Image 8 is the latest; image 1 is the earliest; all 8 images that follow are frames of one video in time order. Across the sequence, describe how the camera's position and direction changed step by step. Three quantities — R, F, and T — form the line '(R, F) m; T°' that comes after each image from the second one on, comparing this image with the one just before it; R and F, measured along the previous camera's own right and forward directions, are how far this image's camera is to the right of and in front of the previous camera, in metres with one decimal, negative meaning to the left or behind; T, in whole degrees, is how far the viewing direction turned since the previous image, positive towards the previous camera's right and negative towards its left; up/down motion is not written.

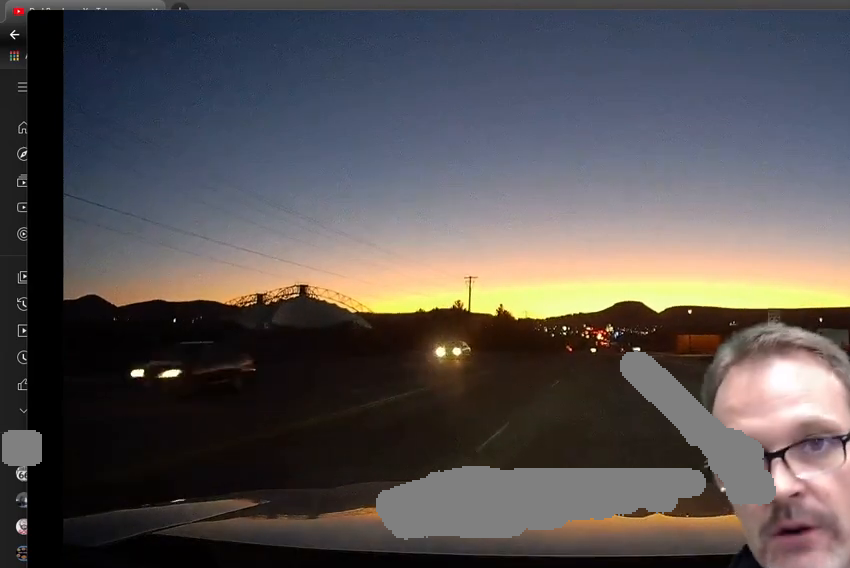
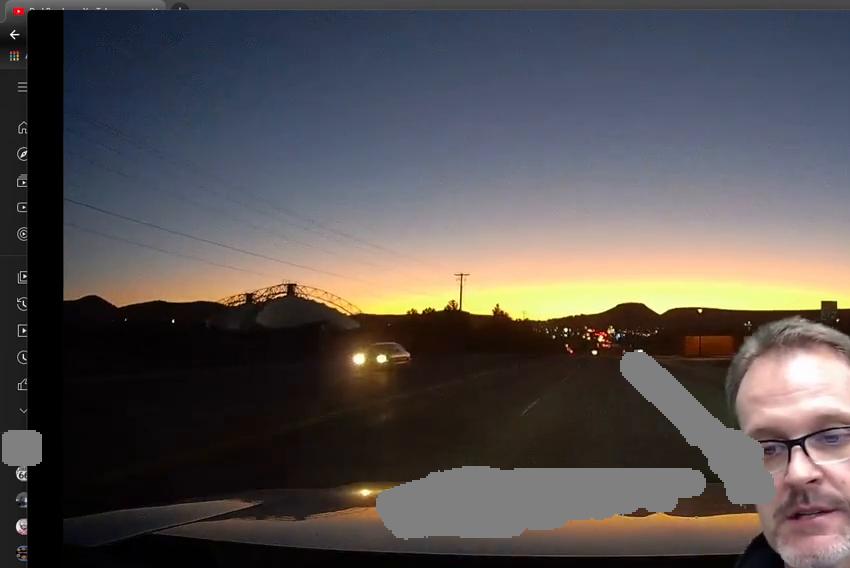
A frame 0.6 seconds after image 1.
(0.0, +7.4) m; 0°
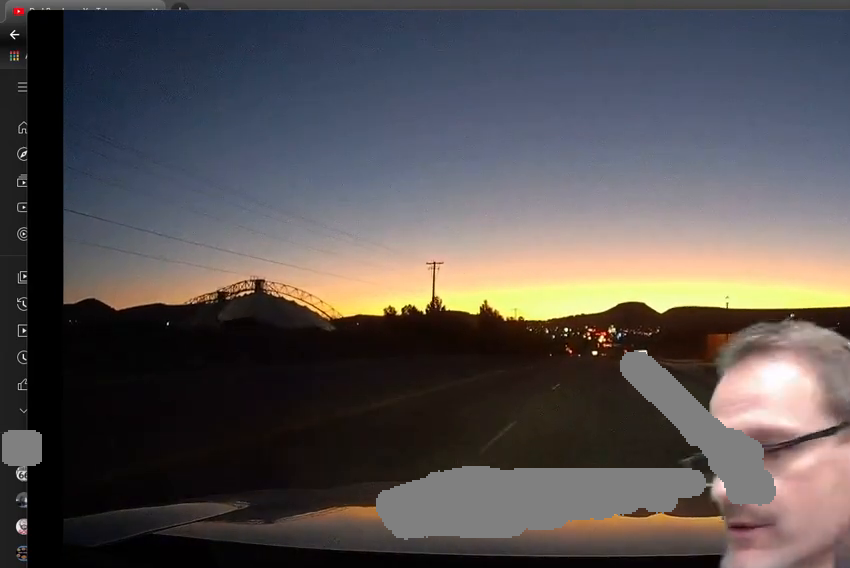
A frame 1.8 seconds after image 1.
(-0.4, +15.9) m; -2°
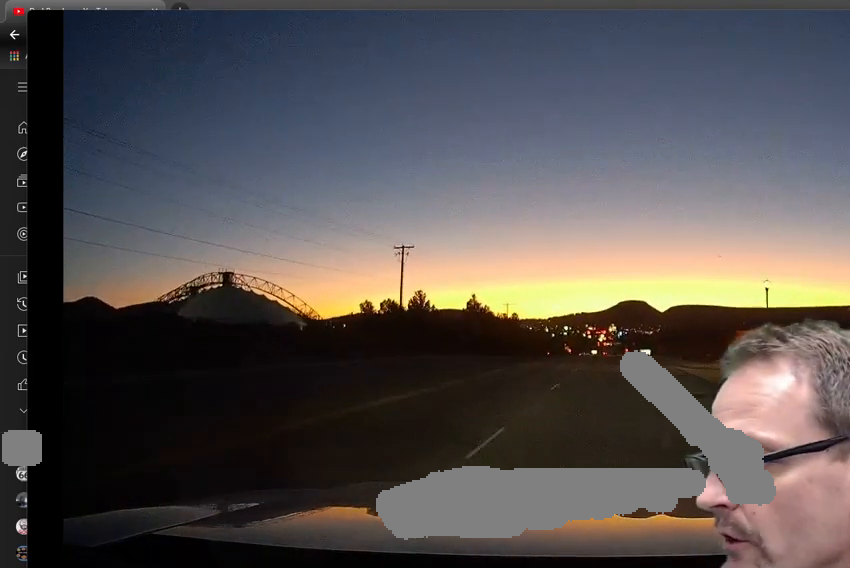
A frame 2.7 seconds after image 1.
(0.0, +13.1) m; 0°
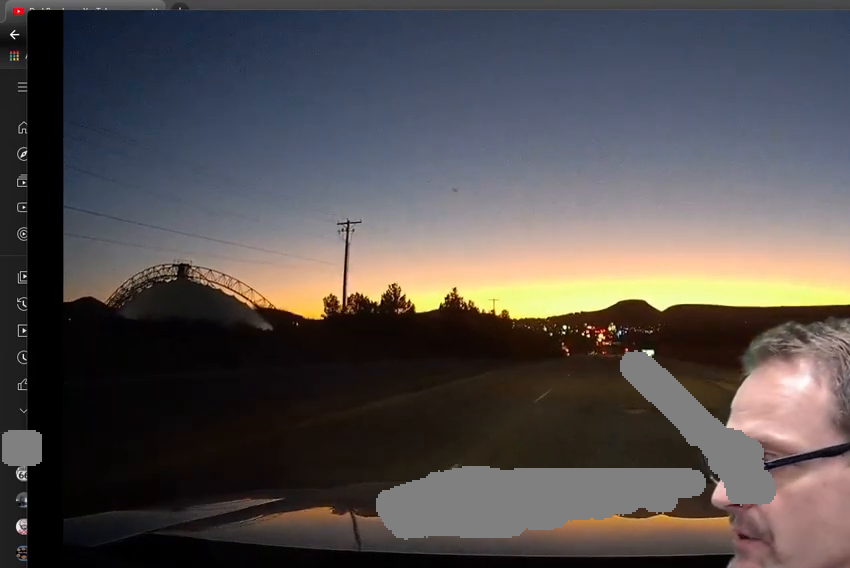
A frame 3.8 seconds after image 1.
(+0.1, +15.7) m; -1°
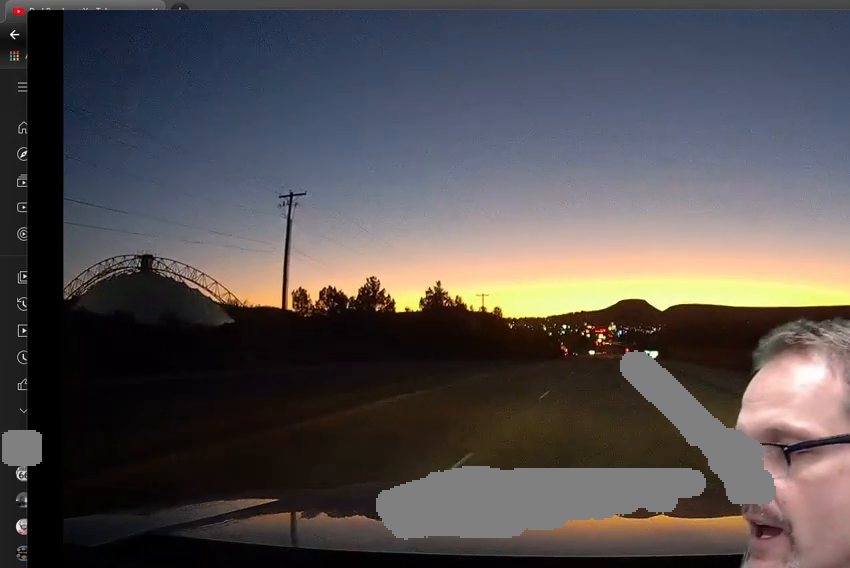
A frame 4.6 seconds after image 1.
(-0.1, +11.0) m; 0°
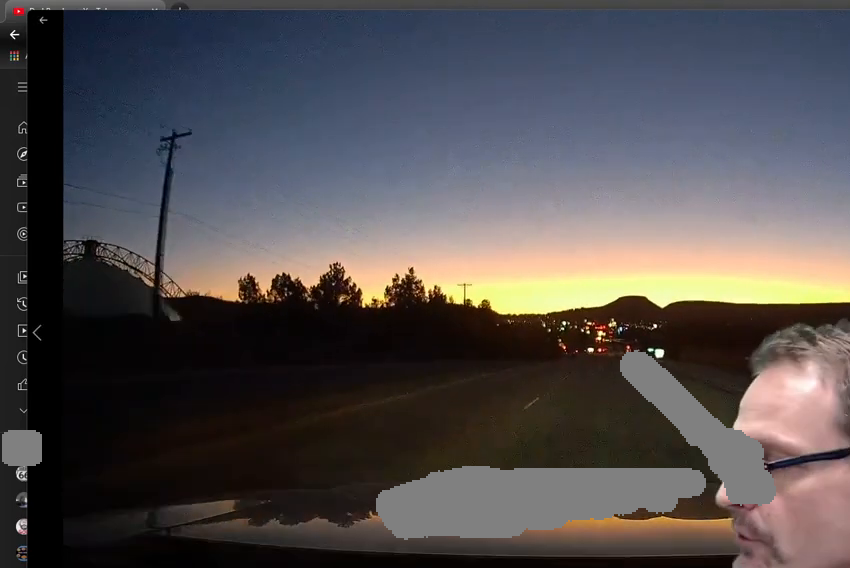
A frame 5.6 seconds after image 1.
(+0.1, +14.2) m; +1°
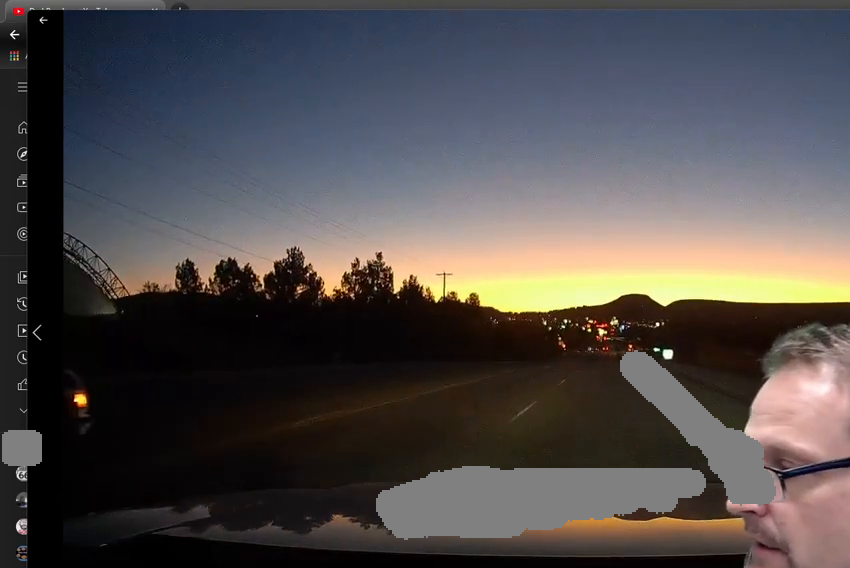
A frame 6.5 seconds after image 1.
(+0.2, +12.5) m; 0°
